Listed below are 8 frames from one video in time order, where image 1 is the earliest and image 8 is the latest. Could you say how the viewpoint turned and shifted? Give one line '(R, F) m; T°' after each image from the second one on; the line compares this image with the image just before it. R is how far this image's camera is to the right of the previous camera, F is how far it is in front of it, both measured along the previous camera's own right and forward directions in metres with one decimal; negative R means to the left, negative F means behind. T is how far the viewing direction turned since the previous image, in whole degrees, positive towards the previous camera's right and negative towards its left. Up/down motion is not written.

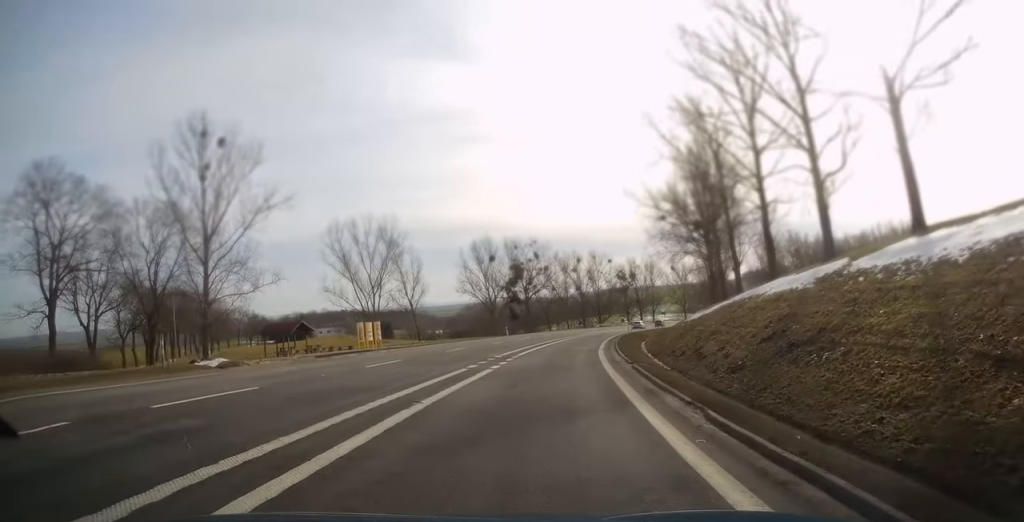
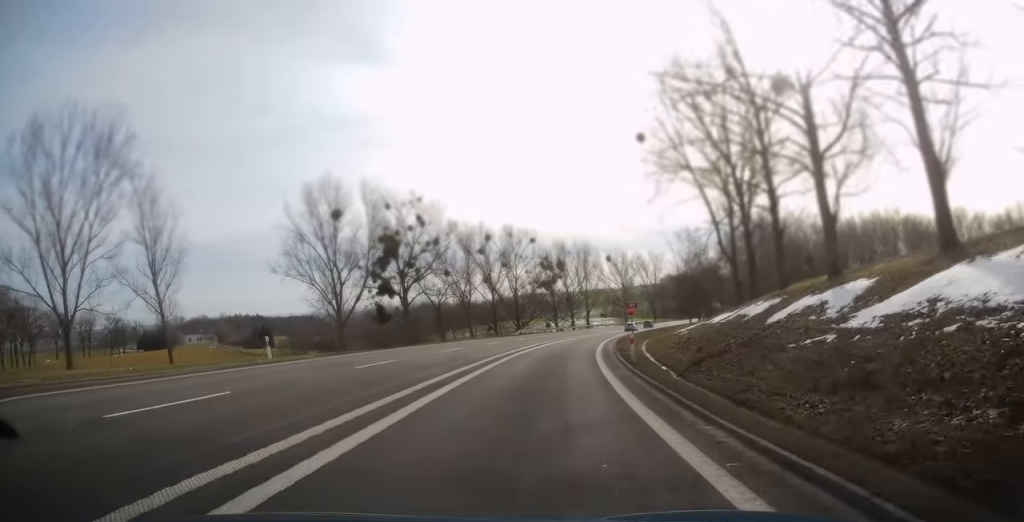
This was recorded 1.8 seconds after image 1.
(+3.3, +46.9) m; +8°
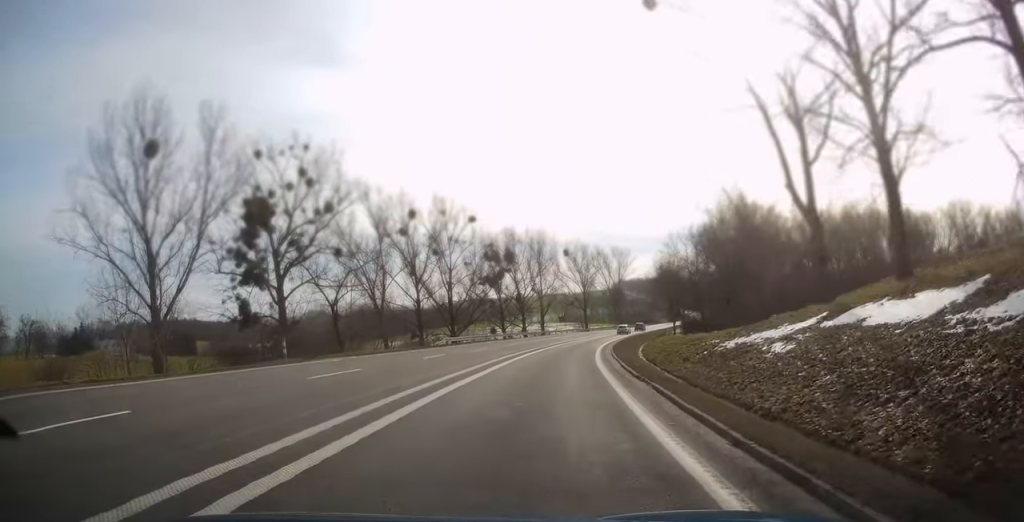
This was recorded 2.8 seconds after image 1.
(+1.1, +26.3) m; +5°
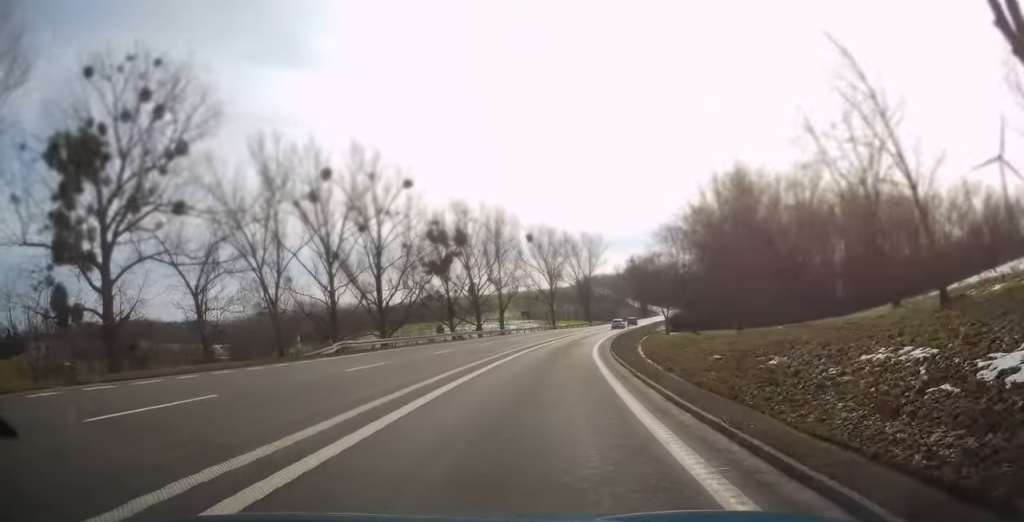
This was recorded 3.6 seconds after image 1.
(+0.8, +20.3) m; +4°
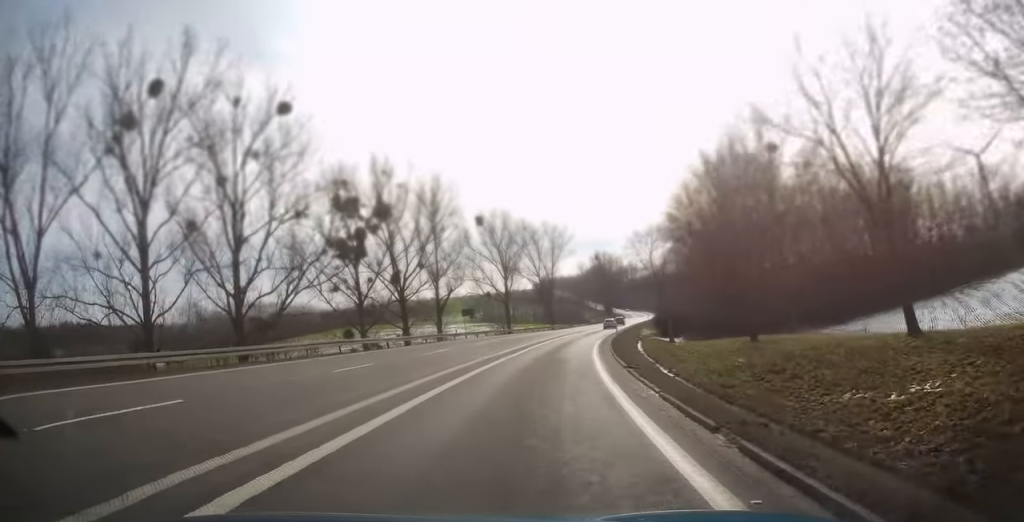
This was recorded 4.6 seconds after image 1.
(+0.9, +24.2) m; +4°
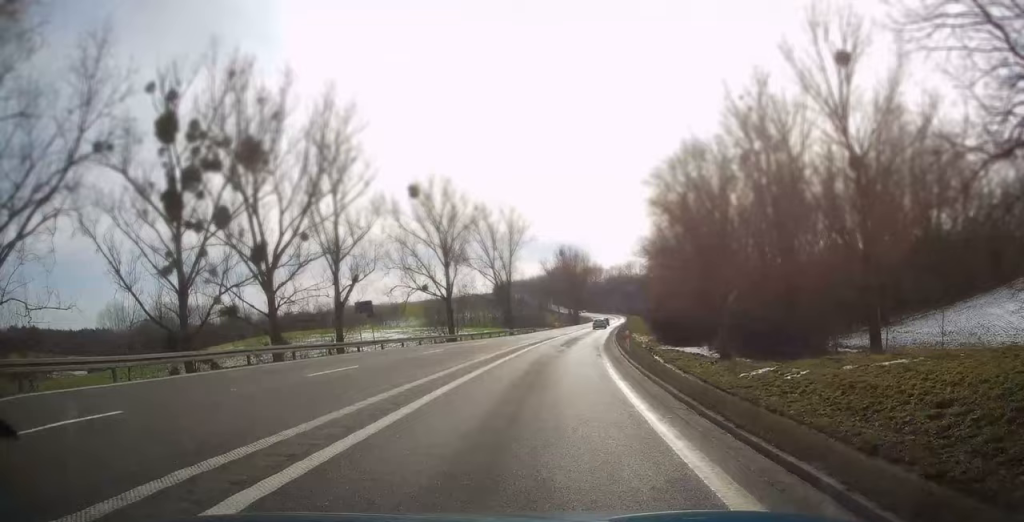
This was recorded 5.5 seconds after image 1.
(+1.0, +25.1) m; +4°
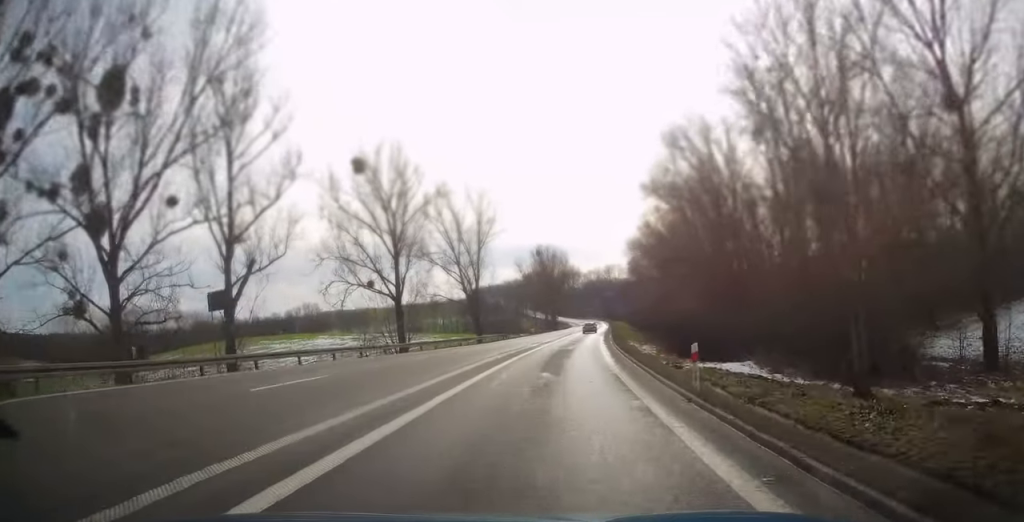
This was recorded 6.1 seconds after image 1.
(+0.3, +15.1) m; +2°
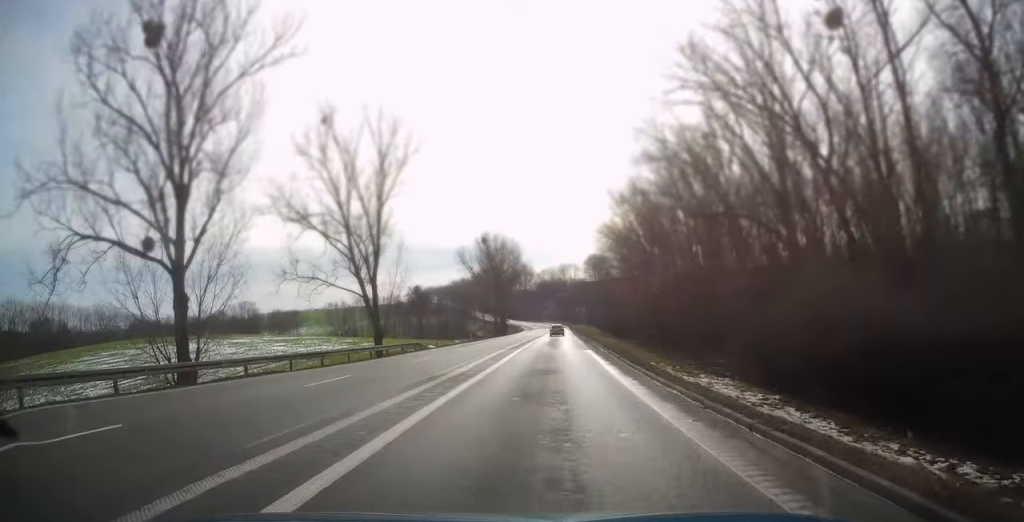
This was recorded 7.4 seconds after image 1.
(+1.0, +32.1) m; +4°
